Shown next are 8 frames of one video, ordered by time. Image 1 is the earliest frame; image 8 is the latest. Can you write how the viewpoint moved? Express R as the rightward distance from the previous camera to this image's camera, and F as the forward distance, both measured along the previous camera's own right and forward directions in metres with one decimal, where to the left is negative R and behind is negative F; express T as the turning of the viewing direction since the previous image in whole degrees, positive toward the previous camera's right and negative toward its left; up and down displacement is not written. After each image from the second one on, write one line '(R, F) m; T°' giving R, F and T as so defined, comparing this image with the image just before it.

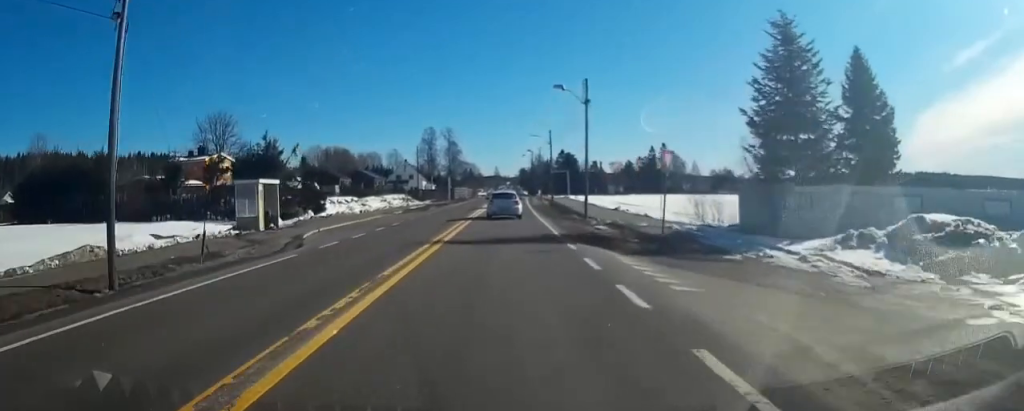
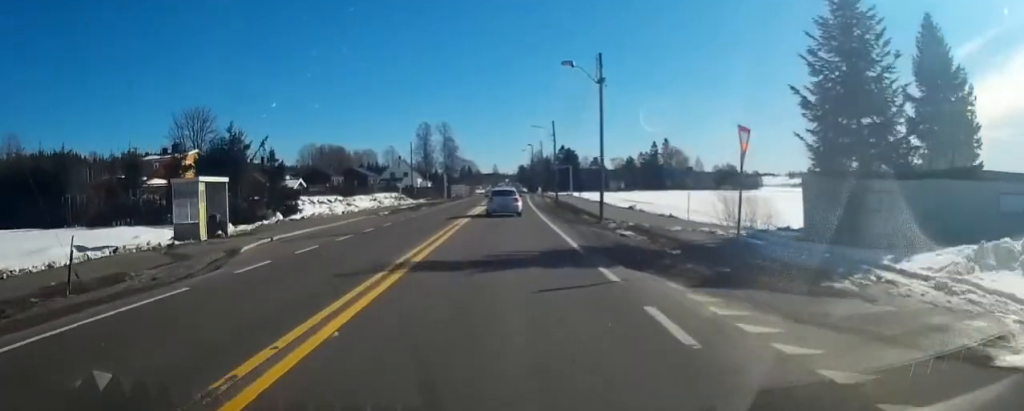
(0.0, +5.8) m; 0°
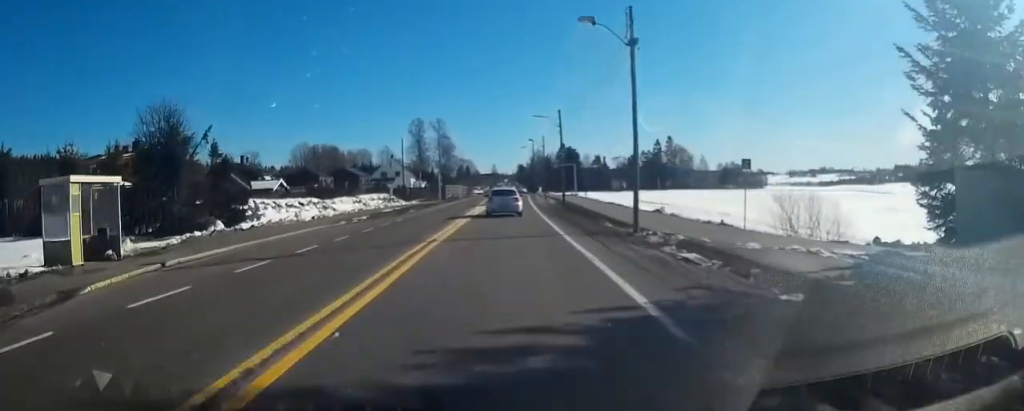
(0.0, +7.8) m; 0°
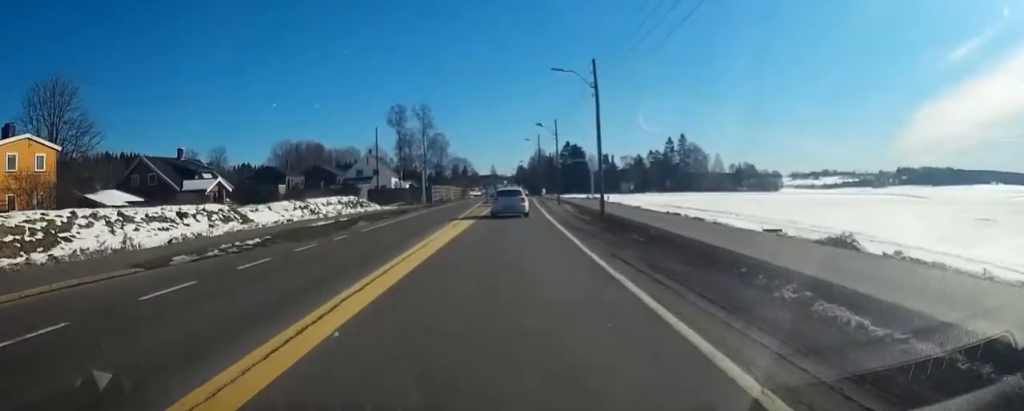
(-0.1, +19.1) m; 0°
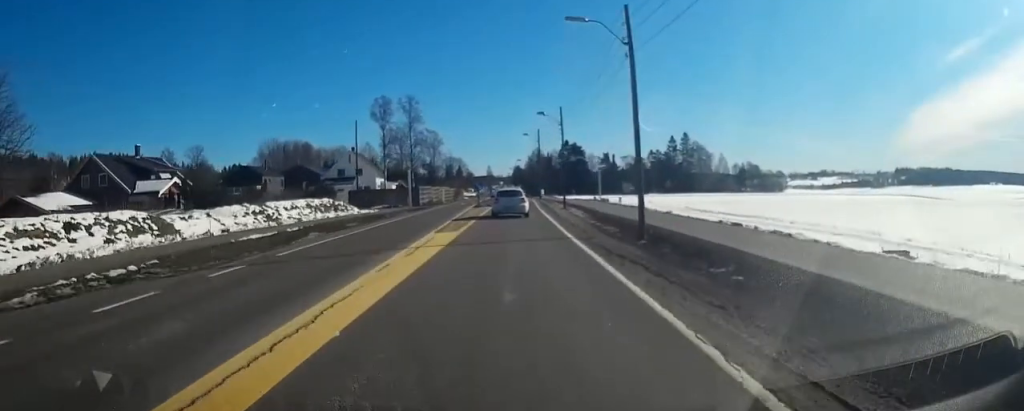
(0.0, +8.9) m; 0°
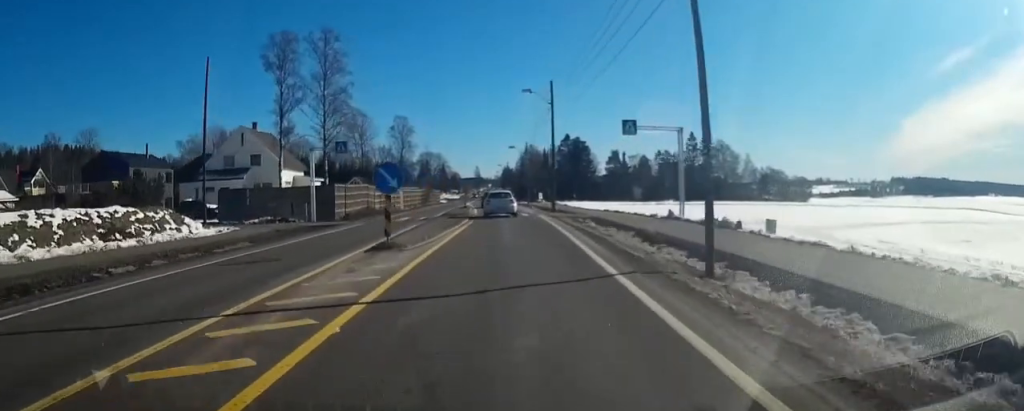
(+1.1, +34.7) m; +2°
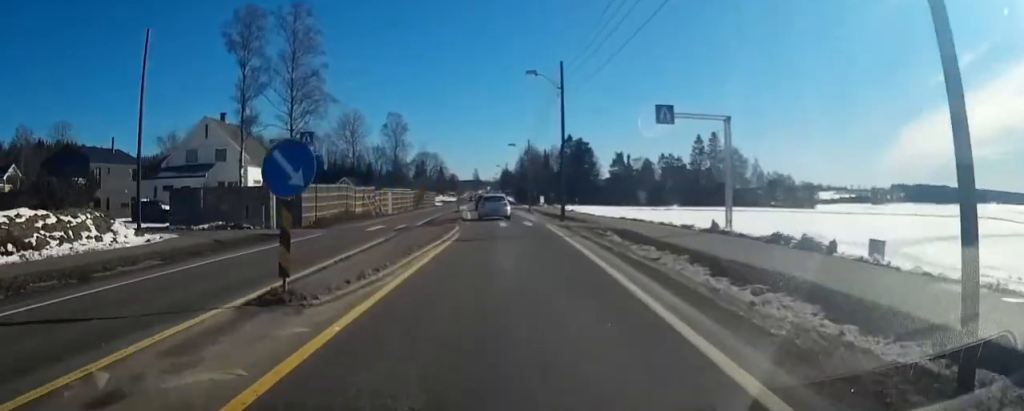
(0.0, +7.2) m; 0°
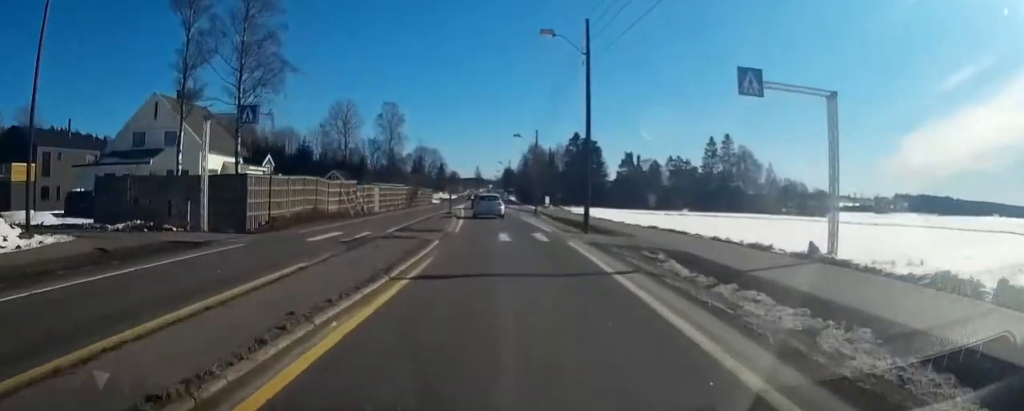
(0.0, +8.5) m; 0°
